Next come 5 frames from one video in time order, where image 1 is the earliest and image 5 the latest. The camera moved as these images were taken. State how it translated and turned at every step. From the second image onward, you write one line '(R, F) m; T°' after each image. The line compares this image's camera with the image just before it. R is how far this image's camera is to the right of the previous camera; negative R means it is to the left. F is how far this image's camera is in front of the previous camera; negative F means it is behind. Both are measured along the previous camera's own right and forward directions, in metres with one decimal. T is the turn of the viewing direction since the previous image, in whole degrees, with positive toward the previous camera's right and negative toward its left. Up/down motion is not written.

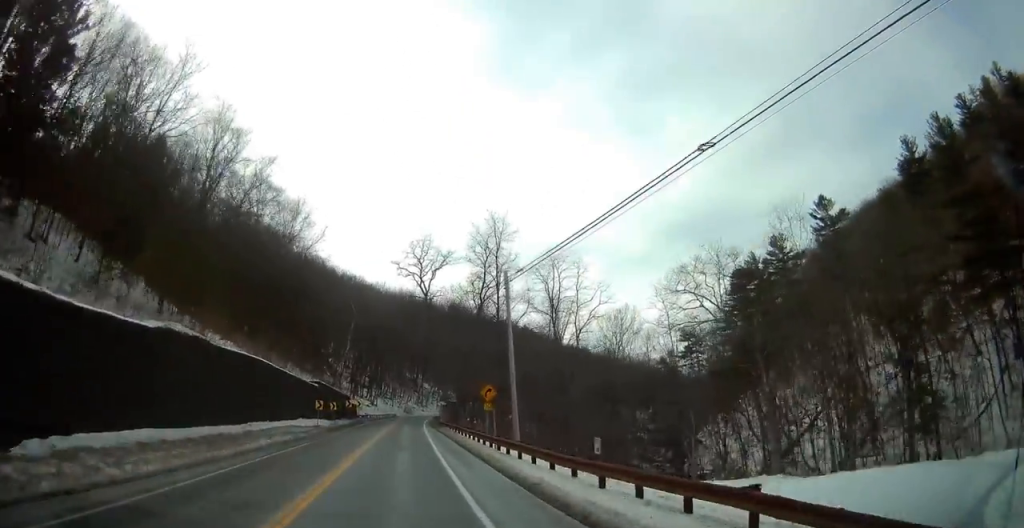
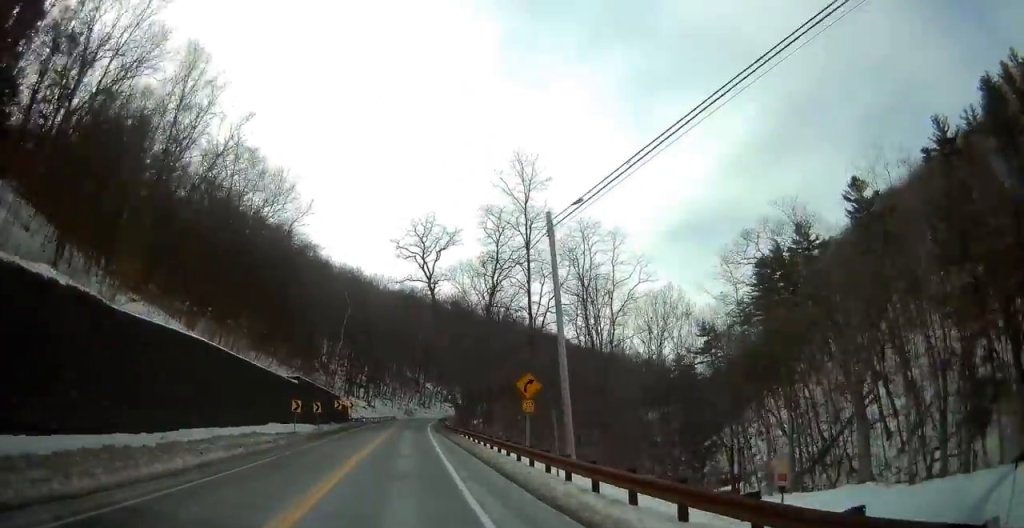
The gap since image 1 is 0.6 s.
(+0.2, +10.9) m; 0°
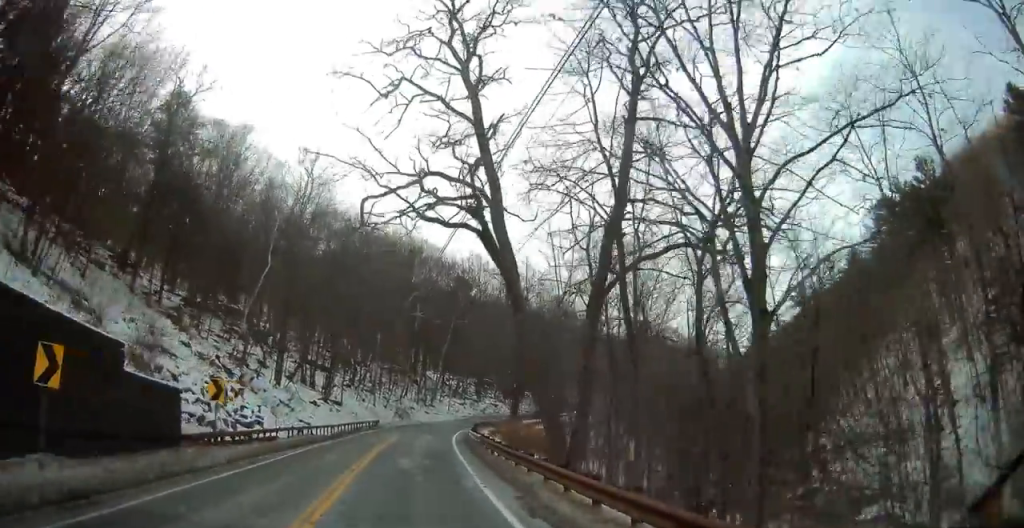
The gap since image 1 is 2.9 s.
(-0.3, +44.3) m; 0°
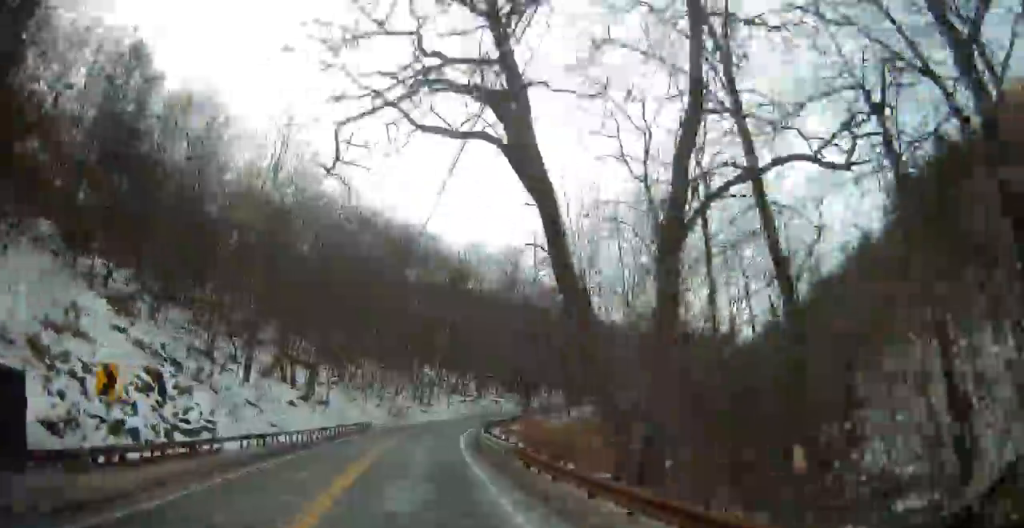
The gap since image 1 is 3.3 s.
(0.0, +7.4) m; 0°
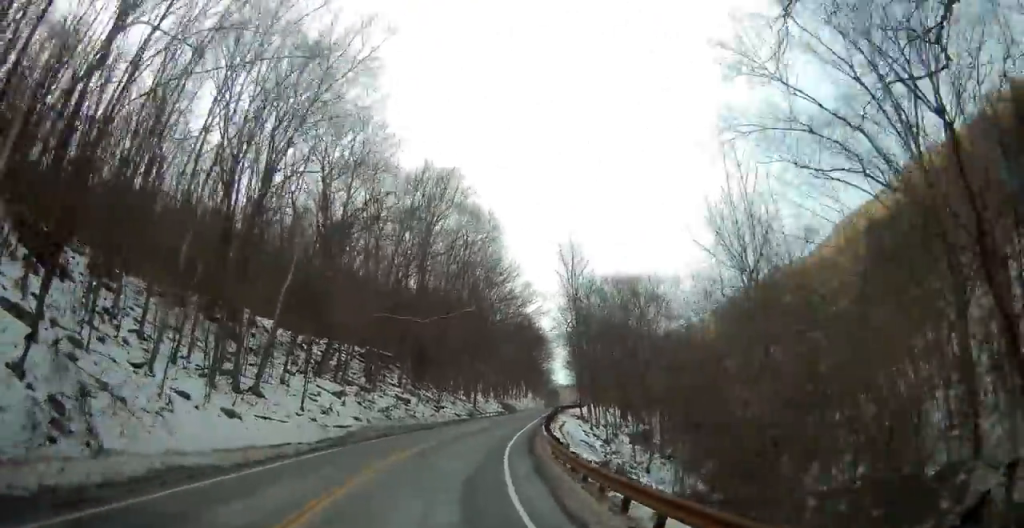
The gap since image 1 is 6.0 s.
(+1.8, +49.3) m; +9°
